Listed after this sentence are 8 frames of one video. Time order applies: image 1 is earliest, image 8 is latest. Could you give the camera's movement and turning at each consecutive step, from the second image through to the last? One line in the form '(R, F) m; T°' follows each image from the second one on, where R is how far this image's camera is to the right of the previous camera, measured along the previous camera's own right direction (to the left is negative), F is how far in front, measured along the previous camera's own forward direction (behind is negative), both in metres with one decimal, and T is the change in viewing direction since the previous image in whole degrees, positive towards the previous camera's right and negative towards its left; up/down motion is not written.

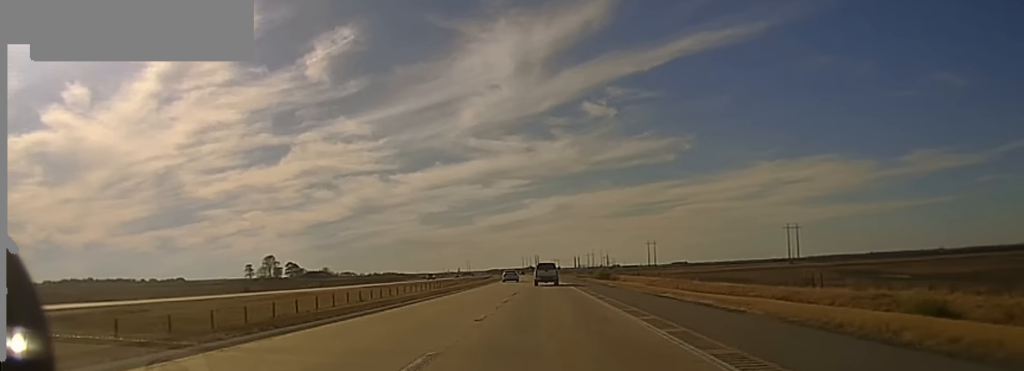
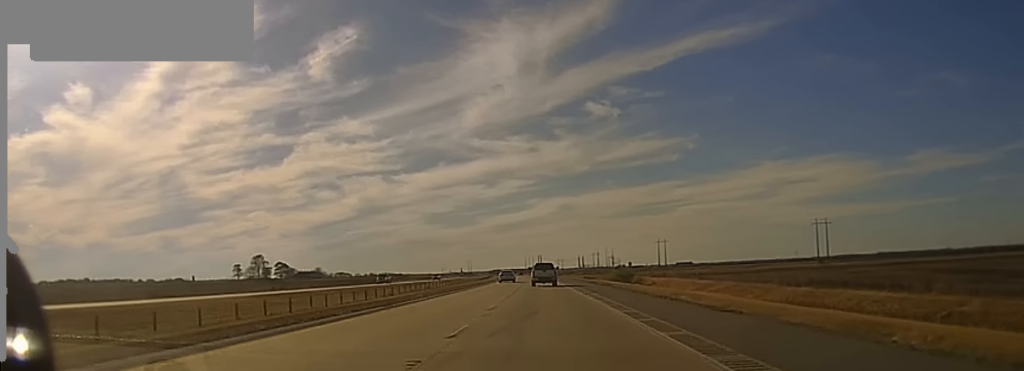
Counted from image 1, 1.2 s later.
(-0.4, +42.9) m; -1°
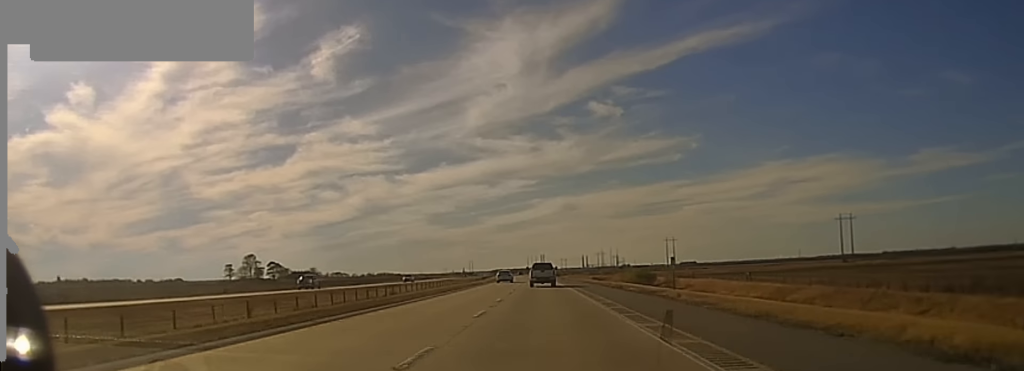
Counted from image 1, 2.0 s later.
(0.0, +30.2) m; 0°
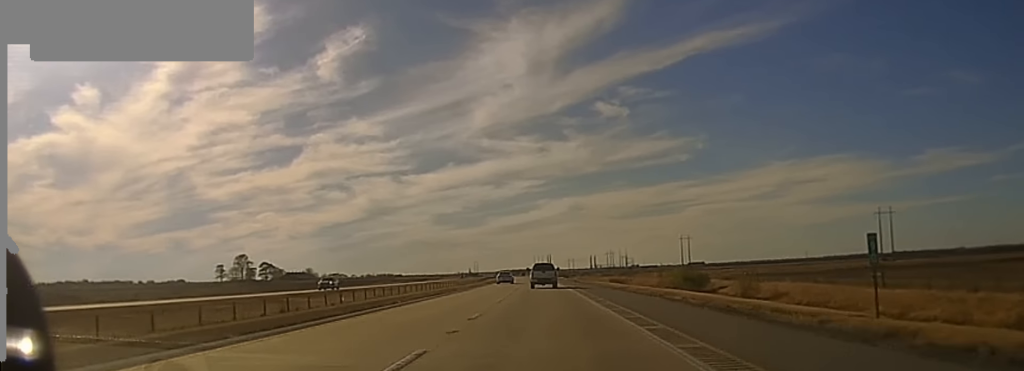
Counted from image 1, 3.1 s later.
(0.0, +44.4) m; 0°
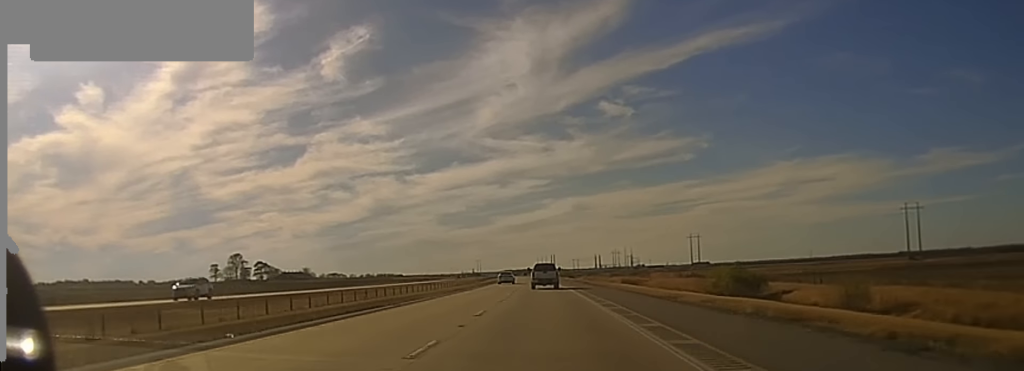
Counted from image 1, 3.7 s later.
(0.0, +23.3) m; 0°
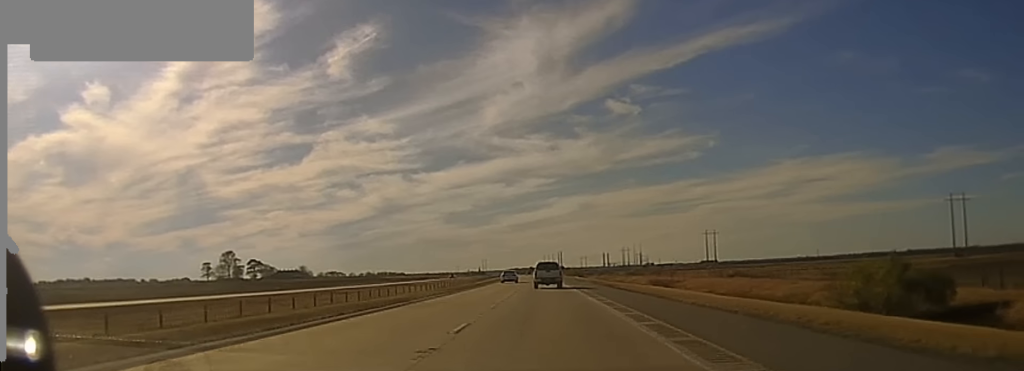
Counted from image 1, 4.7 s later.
(0.0, +35.0) m; 0°
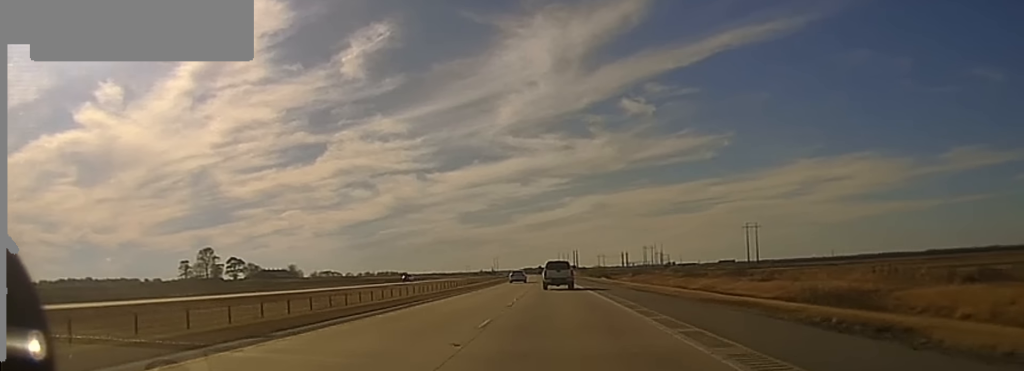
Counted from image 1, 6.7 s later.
(-0.7, +63.7) m; -1°
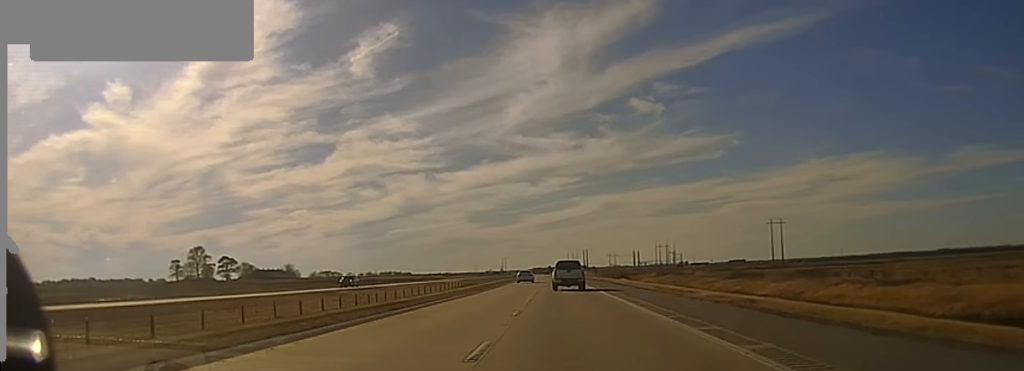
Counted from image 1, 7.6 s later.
(-0.1, +27.4) m; -1°
